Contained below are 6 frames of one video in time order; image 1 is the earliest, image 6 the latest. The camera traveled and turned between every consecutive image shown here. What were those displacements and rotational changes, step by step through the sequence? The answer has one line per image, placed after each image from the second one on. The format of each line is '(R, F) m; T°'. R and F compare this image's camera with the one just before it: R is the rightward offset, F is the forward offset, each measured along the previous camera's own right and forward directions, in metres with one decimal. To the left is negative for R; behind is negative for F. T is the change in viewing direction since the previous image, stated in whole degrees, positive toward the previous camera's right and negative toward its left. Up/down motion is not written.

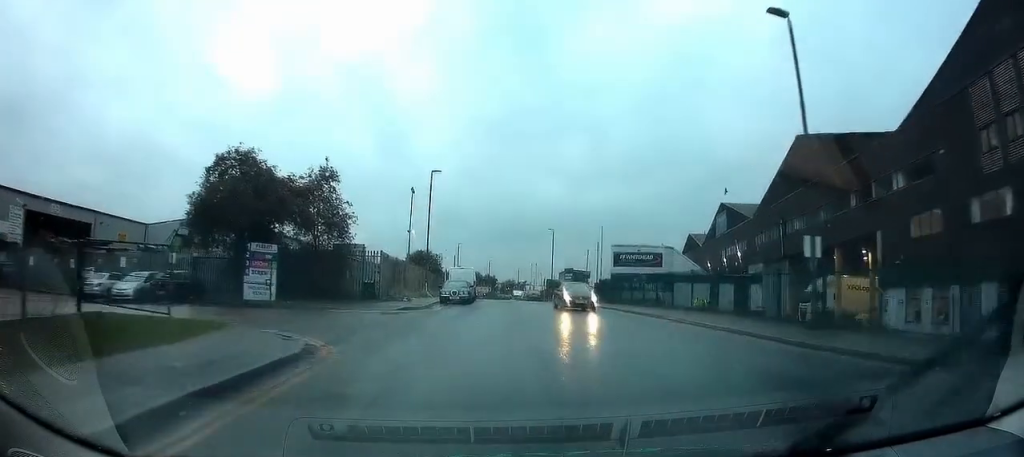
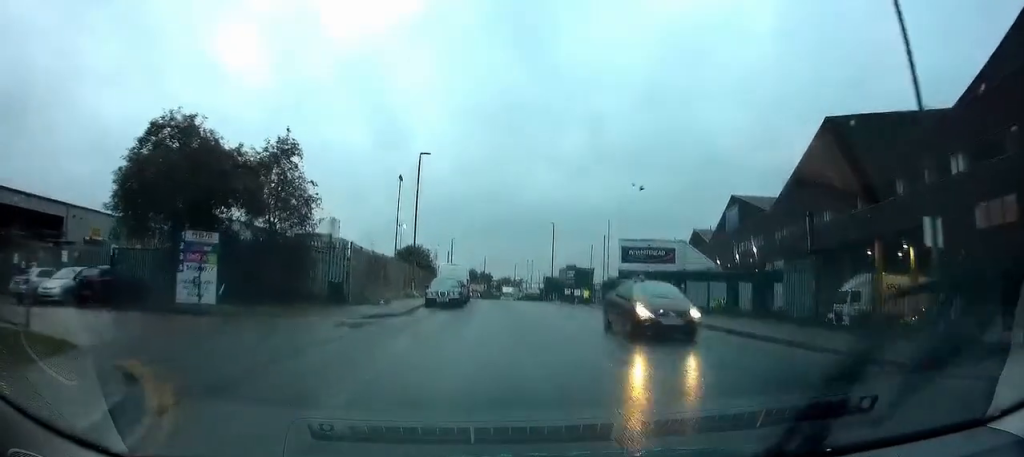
(0.0, +5.4) m; +1°
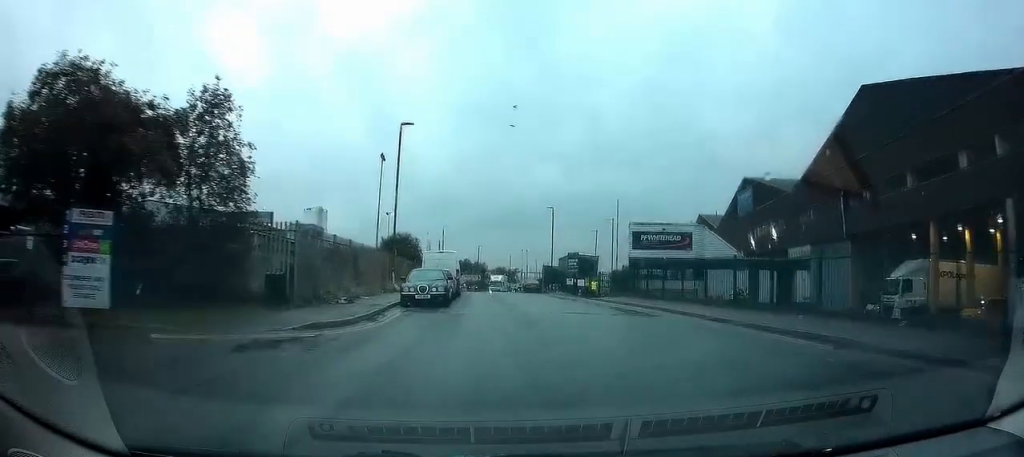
(0.0, +6.2) m; +2°
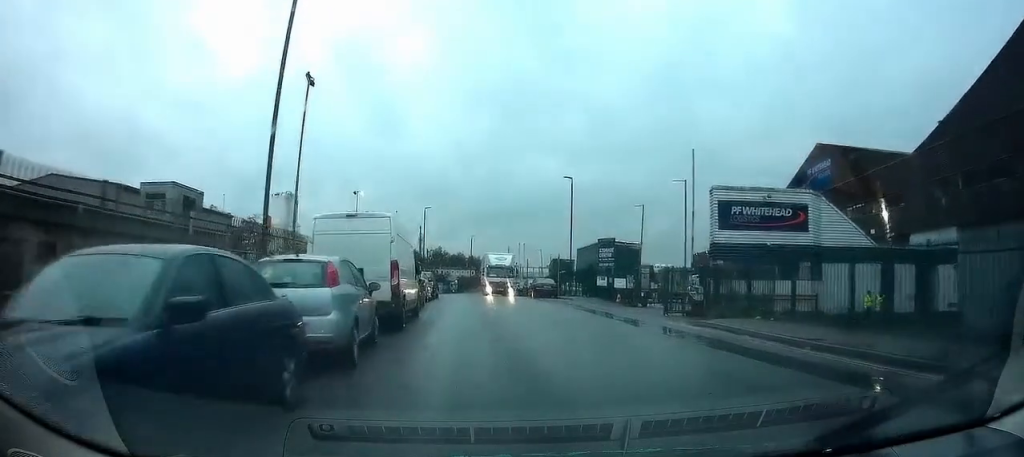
(+2.2, +20.0) m; +7°
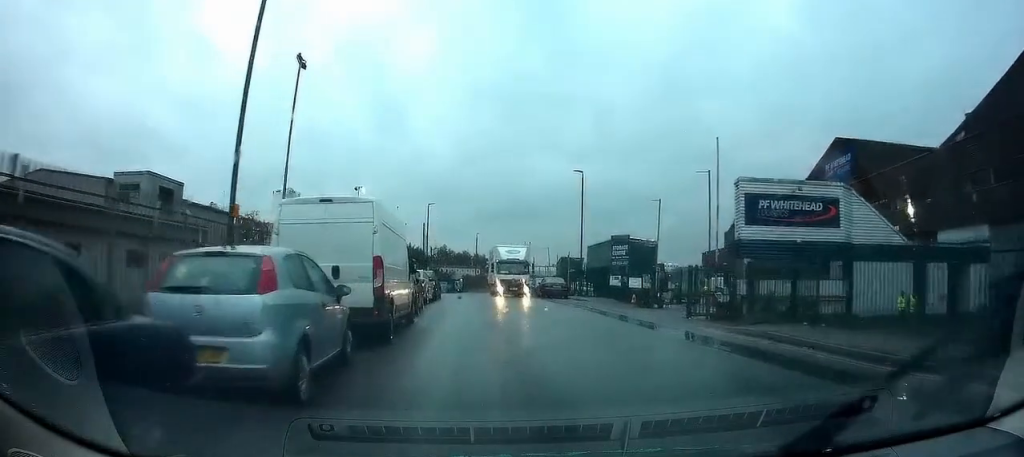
(0.0, +2.8) m; -1°
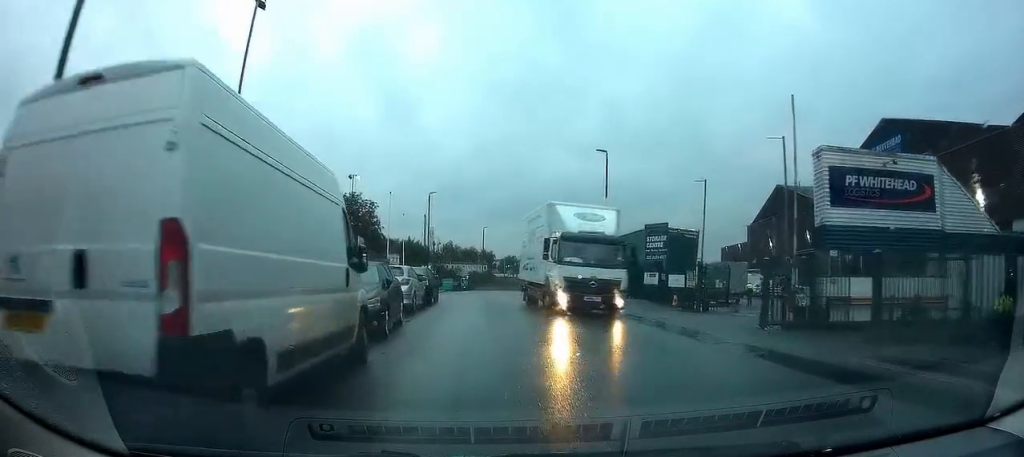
(-0.4, +7.2) m; -3°
